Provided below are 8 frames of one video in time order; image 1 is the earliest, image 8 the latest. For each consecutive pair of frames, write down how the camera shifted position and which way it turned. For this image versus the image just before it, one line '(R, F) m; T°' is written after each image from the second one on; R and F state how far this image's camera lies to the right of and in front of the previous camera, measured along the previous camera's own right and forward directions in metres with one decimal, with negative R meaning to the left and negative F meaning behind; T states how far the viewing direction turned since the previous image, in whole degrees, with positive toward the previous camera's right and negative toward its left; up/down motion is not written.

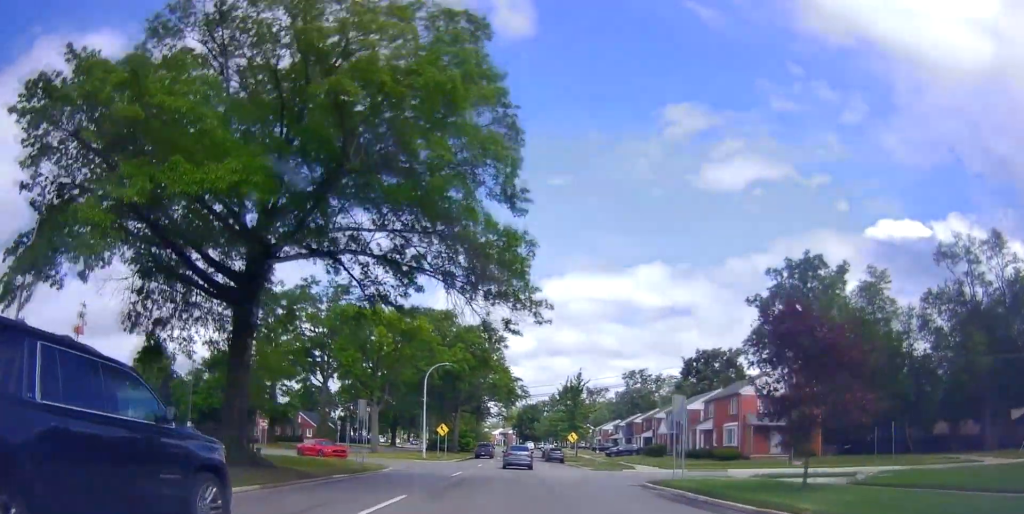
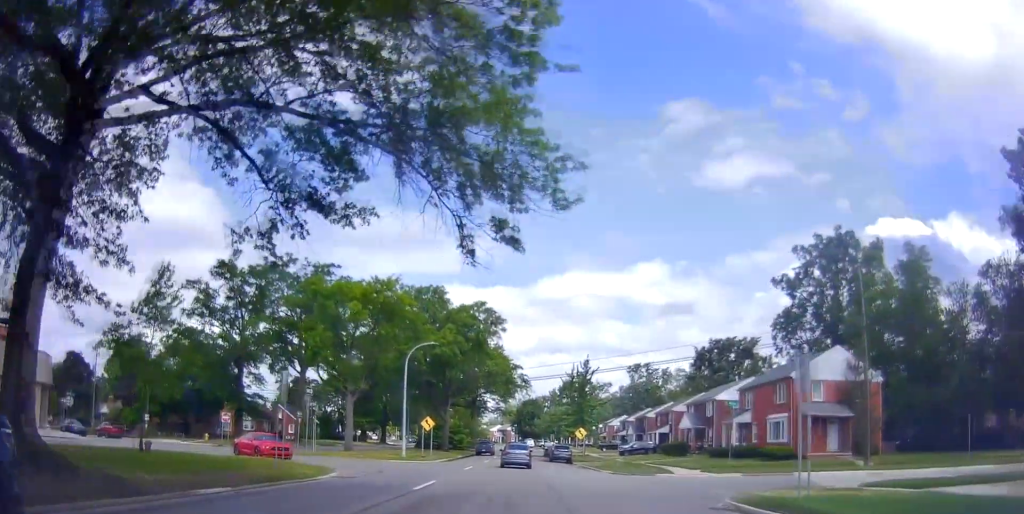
(0.0, +9.9) m; 0°
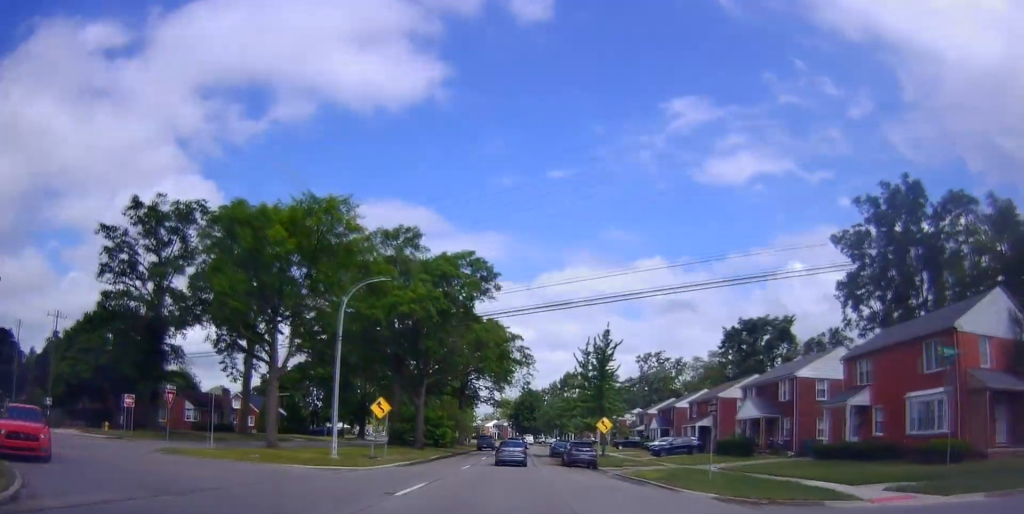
(0.0, +17.6) m; +1°
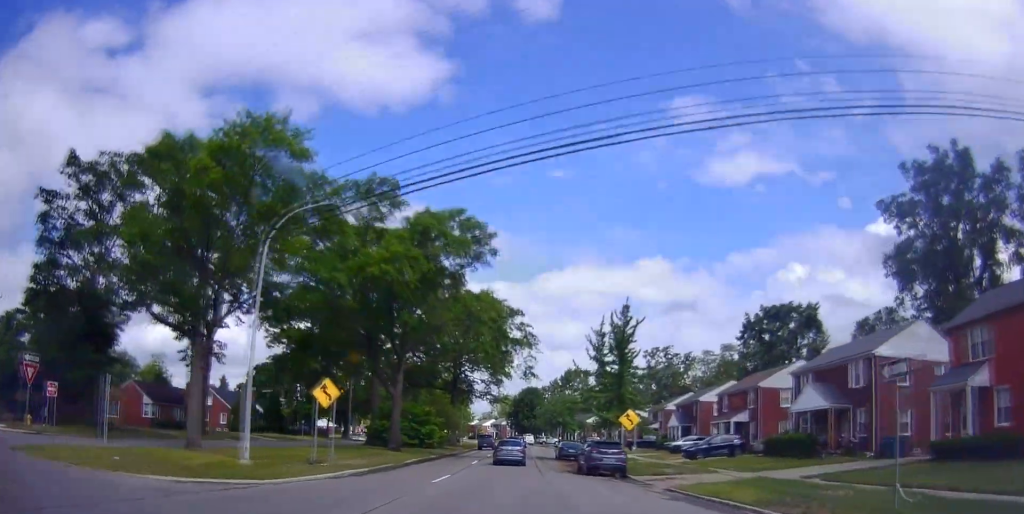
(0.0, +10.0) m; +1°
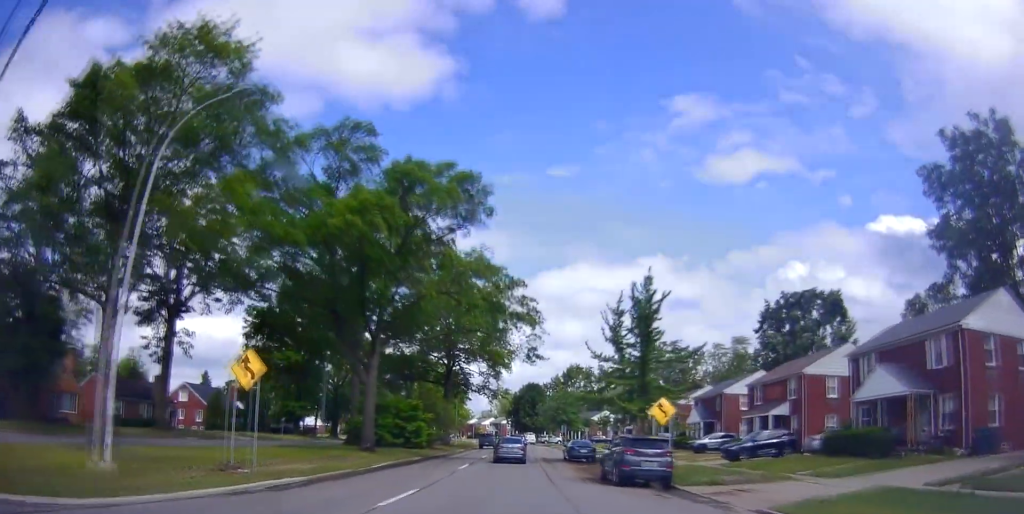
(+0.1, +7.6) m; +1°
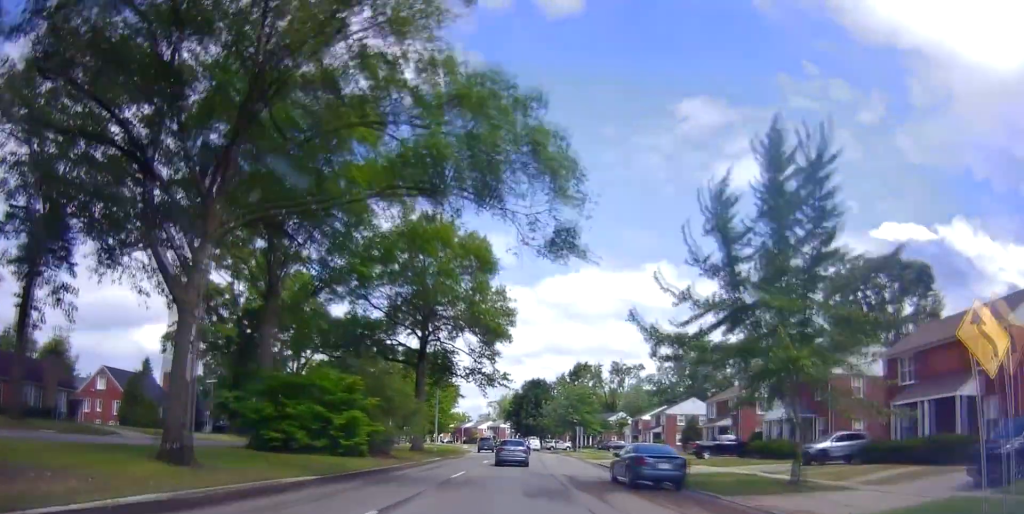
(+0.2, +19.9) m; 0°
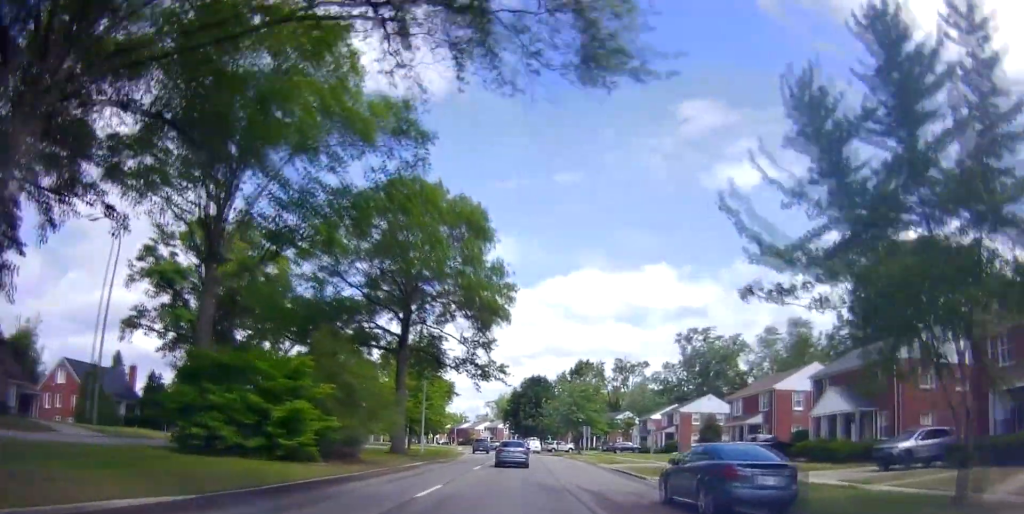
(0.0, +7.6) m; -1°
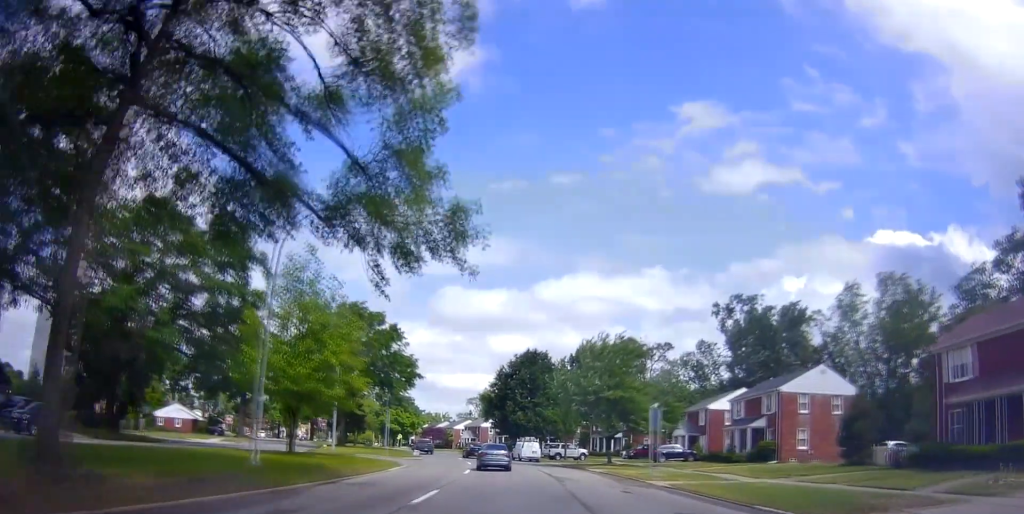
(-0.6, +31.7) m; 0°
